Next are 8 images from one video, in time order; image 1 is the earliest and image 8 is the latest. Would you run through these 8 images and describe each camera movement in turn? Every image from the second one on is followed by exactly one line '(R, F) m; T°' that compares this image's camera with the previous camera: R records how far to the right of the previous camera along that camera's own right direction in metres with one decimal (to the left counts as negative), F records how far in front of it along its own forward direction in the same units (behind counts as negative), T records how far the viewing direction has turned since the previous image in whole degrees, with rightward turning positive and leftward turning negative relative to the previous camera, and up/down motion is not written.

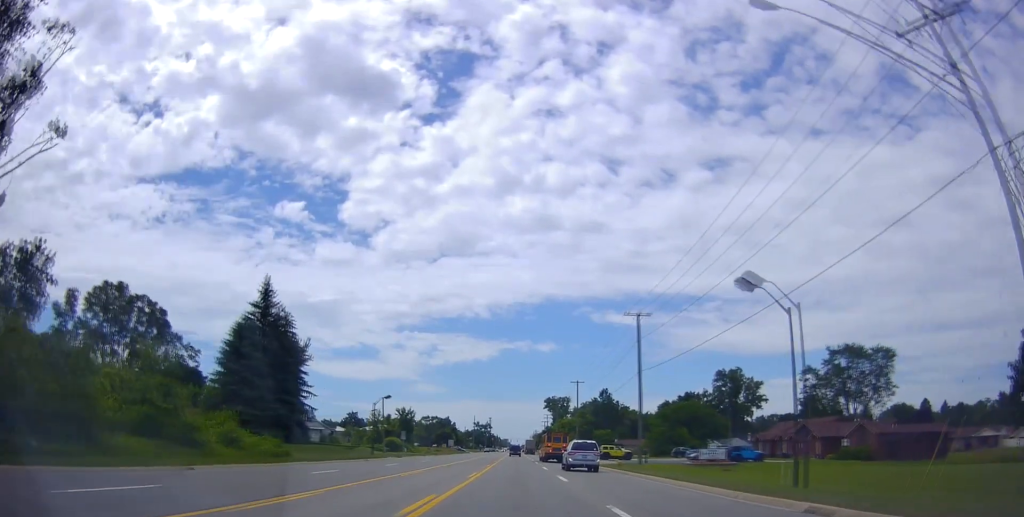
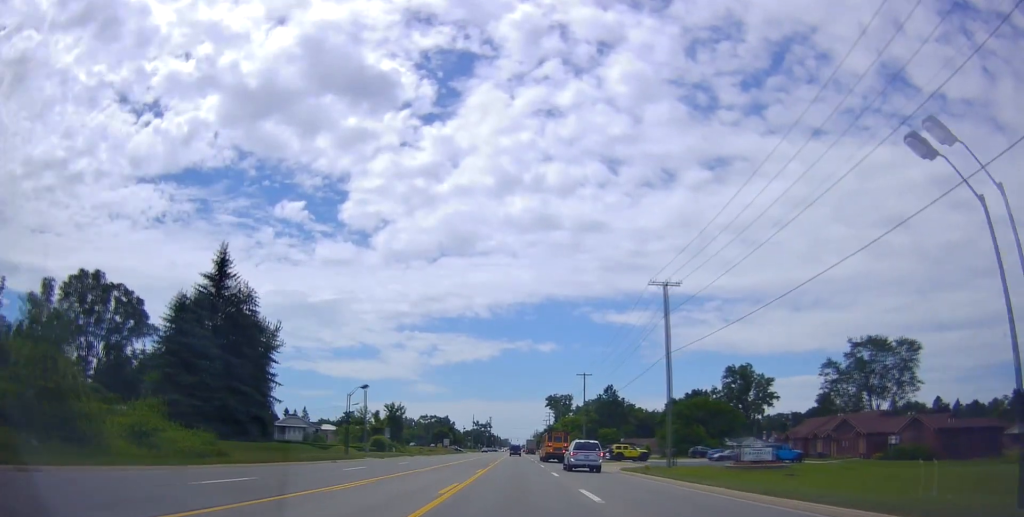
(-0.3, +9.9) m; 0°
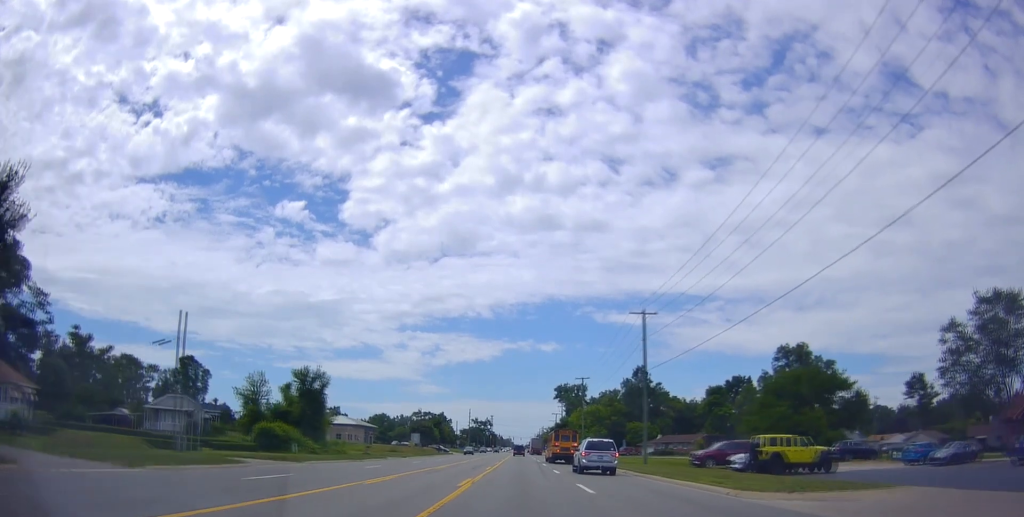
(0.0, +42.9) m; 0°
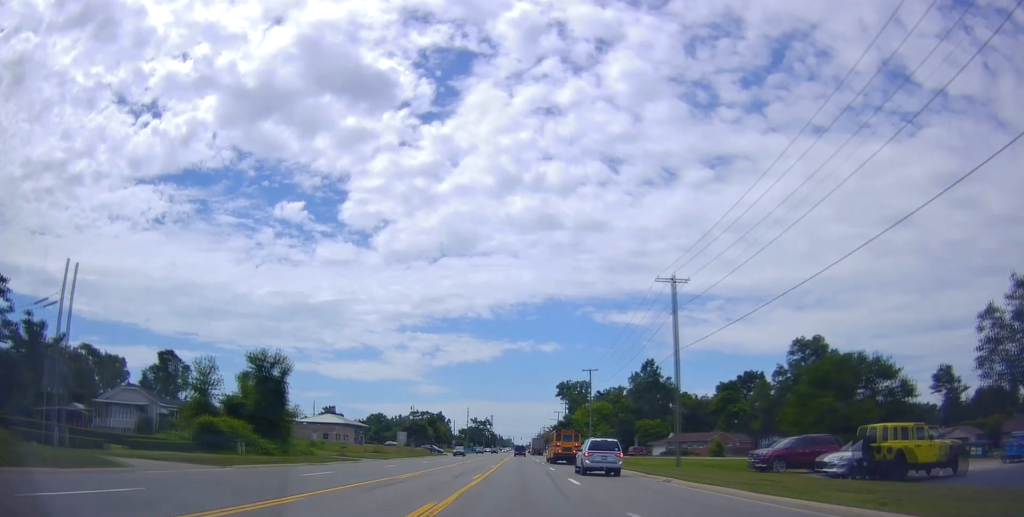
(-0.1, +10.5) m; 0°
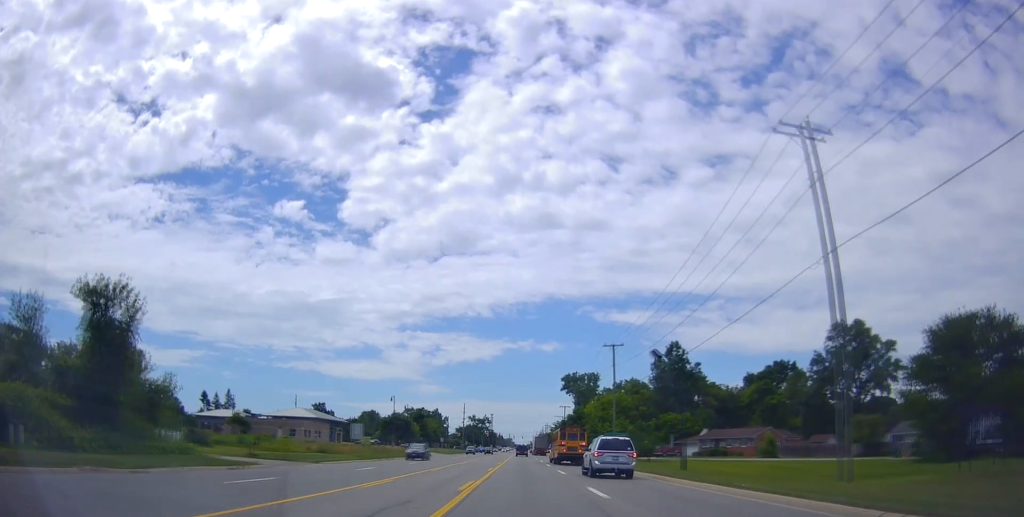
(+0.5, +22.0) m; +1°
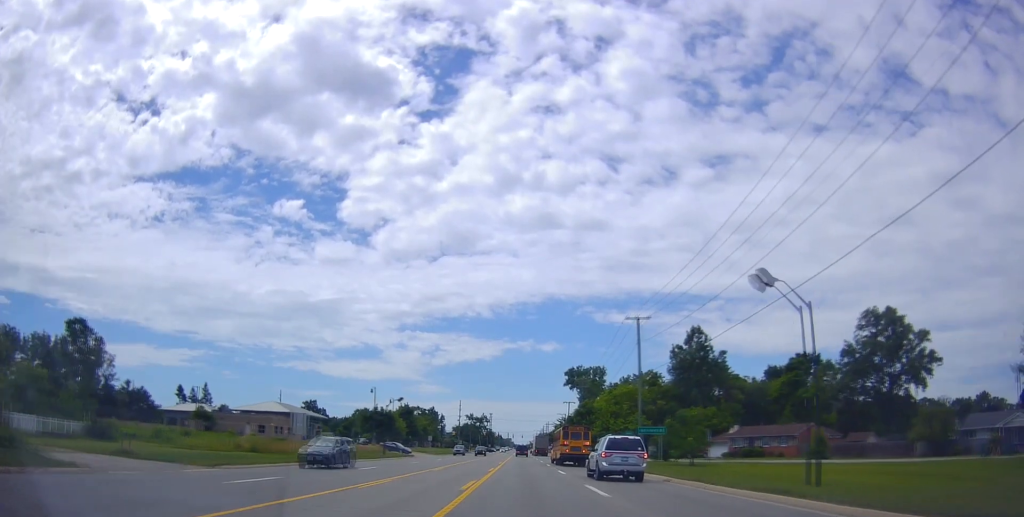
(-0.1, +14.8) m; +1°
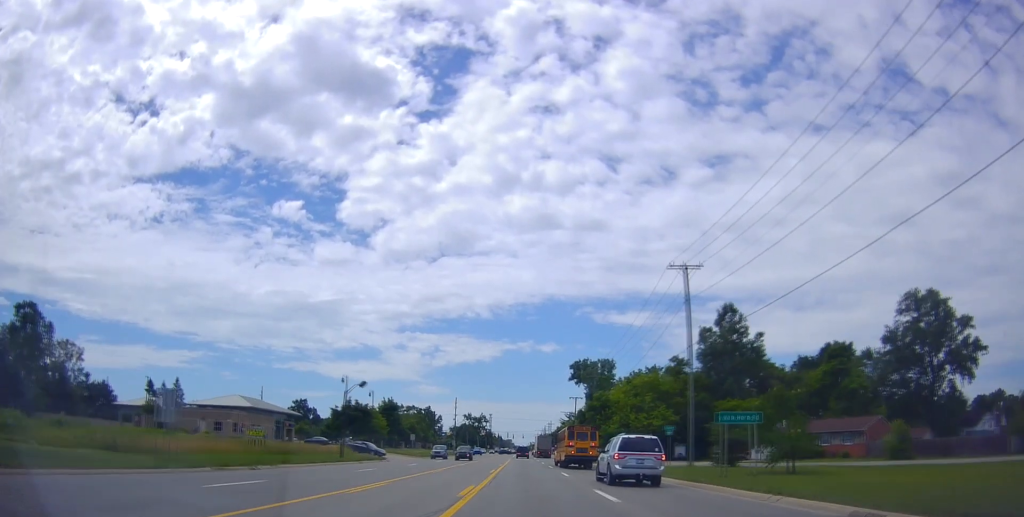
(+0.3, +16.6) m; 0°
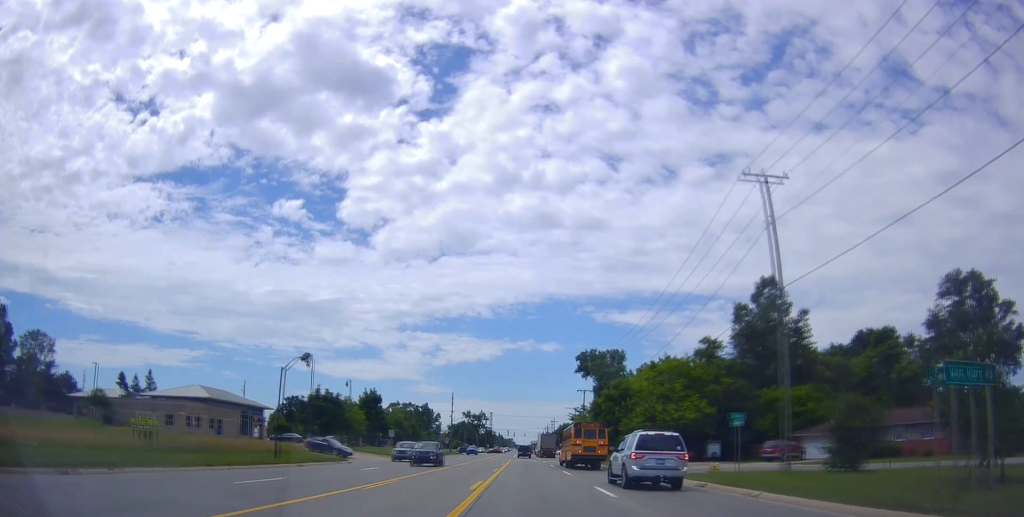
(-0.1, +14.5) m; -1°
